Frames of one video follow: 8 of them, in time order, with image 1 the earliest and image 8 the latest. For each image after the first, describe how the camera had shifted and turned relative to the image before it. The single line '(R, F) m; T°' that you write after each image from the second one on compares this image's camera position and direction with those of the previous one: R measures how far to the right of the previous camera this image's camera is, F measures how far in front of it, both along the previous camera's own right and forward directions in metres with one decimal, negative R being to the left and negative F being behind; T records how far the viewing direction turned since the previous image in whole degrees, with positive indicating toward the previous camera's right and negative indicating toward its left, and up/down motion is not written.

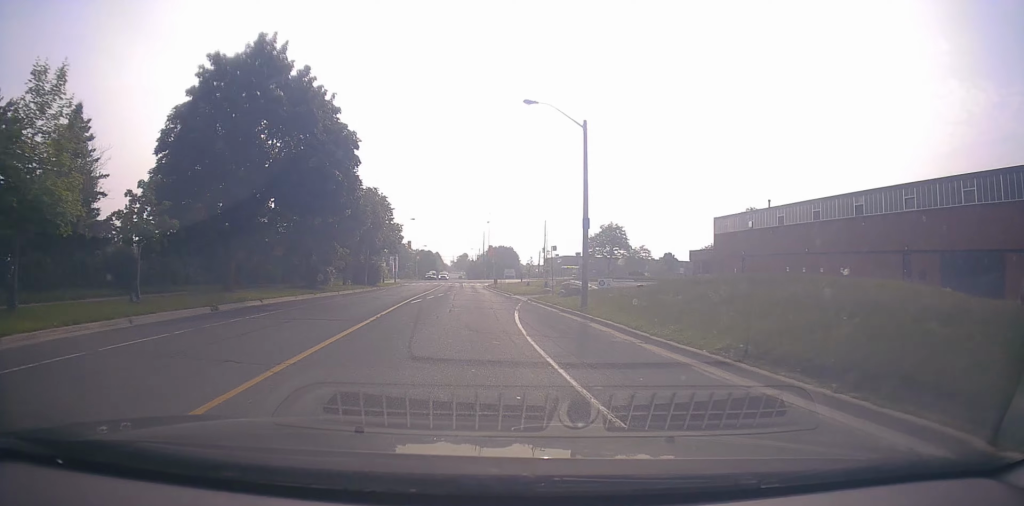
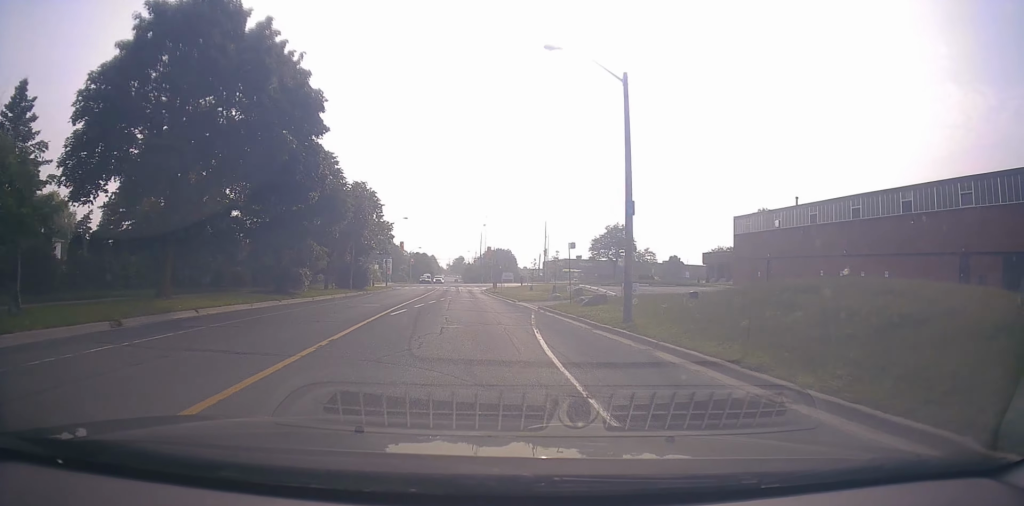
(+0.1, +6.1) m; +1°
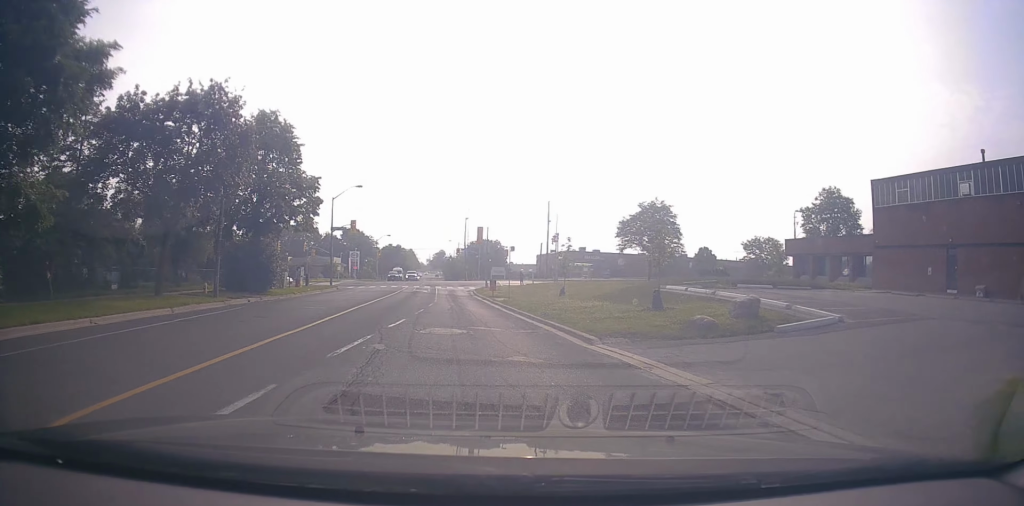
(+0.4, +26.3) m; 0°
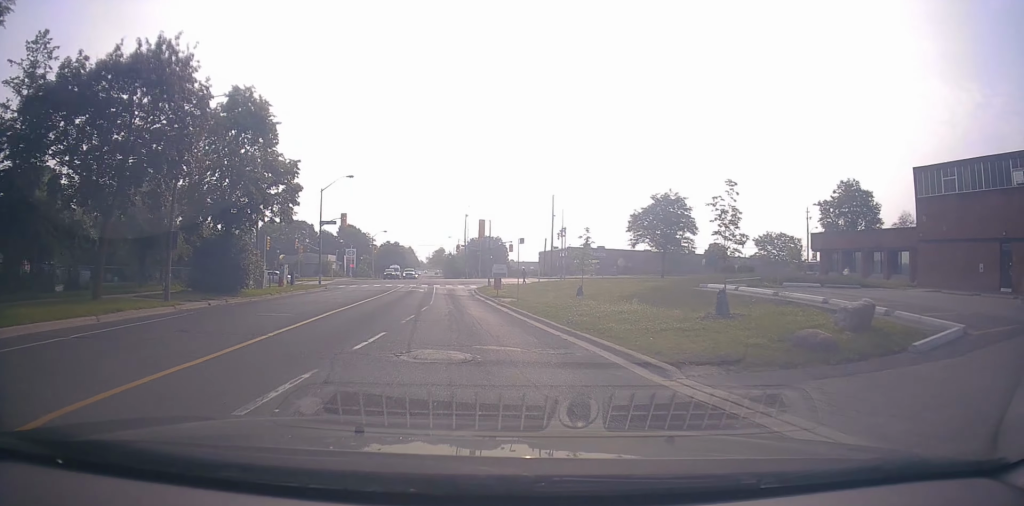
(0.0, +4.8) m; 0°
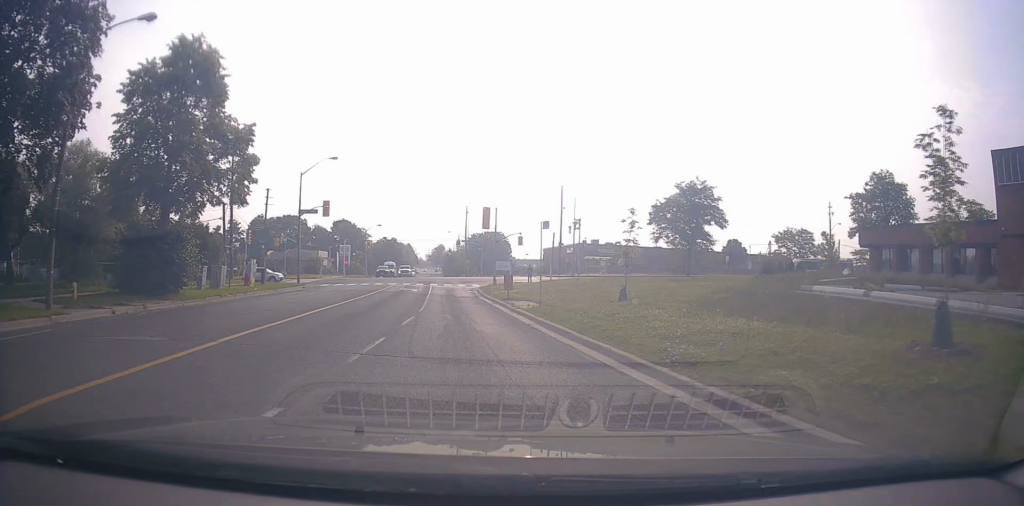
(-0.4, +7.6) m; 0°
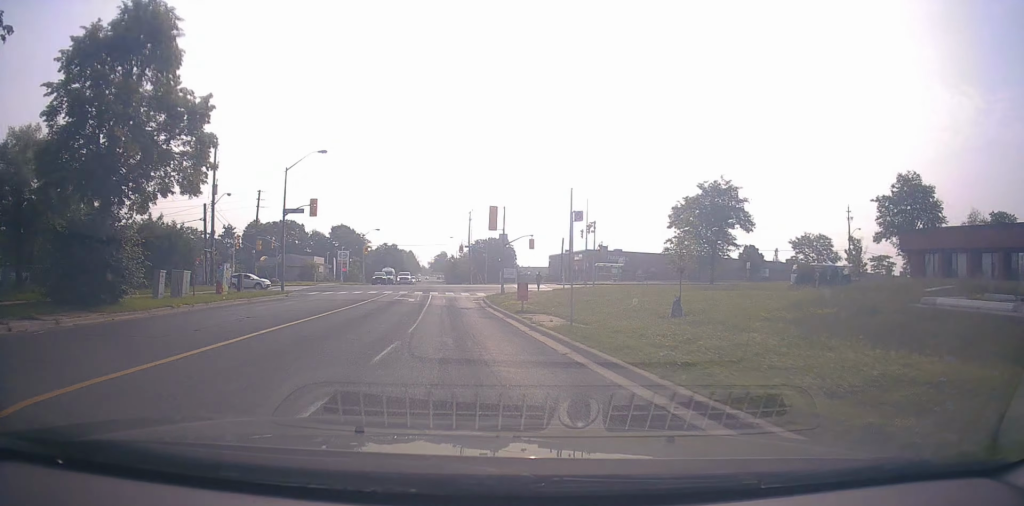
(+0.2, +5.1) m; 0°
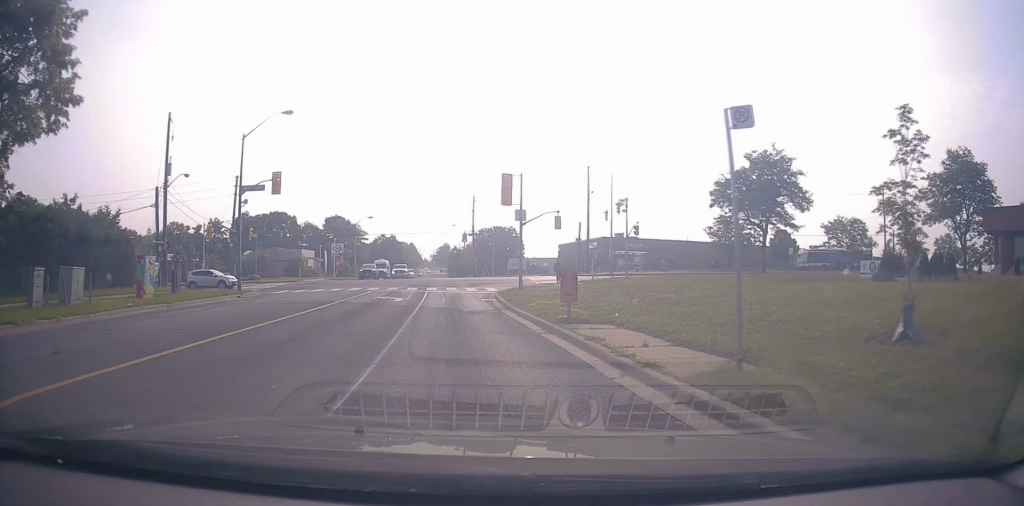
(+0.2, +9.1) m; 0°
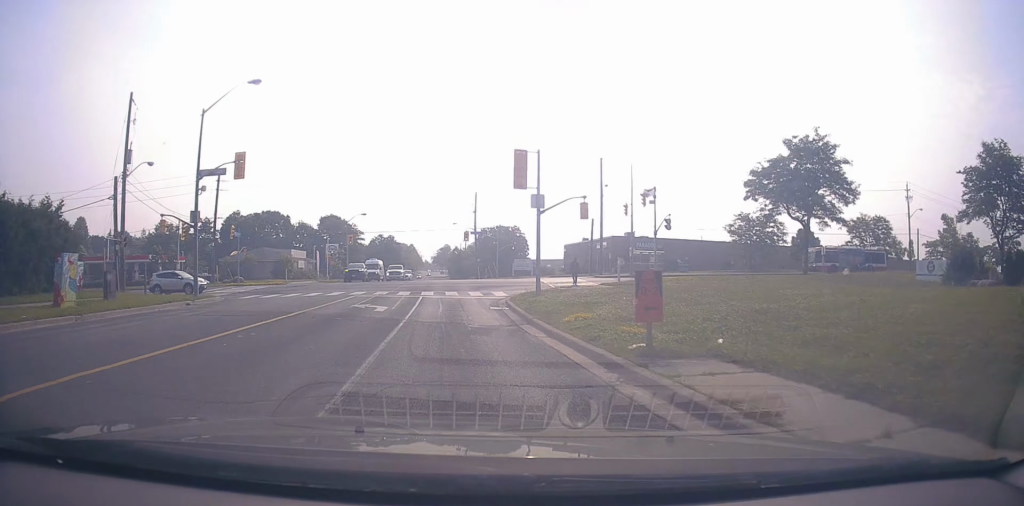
(-0.2, +5.8) m; -1°
